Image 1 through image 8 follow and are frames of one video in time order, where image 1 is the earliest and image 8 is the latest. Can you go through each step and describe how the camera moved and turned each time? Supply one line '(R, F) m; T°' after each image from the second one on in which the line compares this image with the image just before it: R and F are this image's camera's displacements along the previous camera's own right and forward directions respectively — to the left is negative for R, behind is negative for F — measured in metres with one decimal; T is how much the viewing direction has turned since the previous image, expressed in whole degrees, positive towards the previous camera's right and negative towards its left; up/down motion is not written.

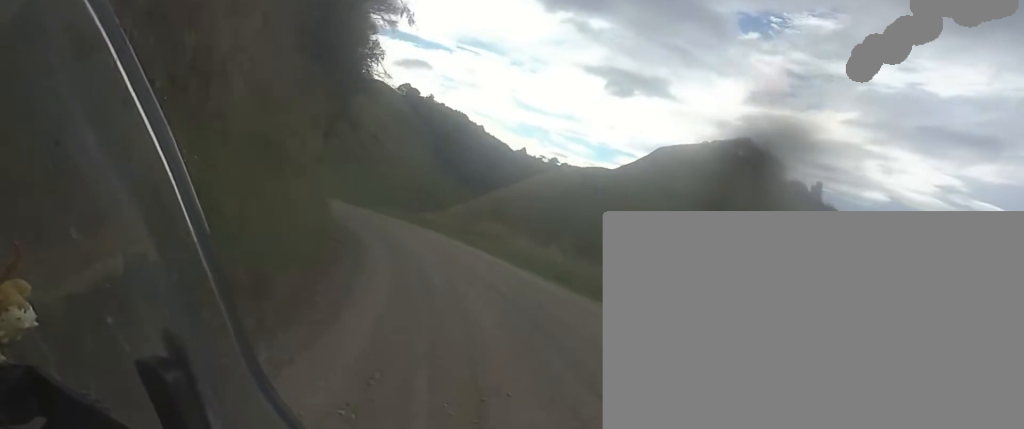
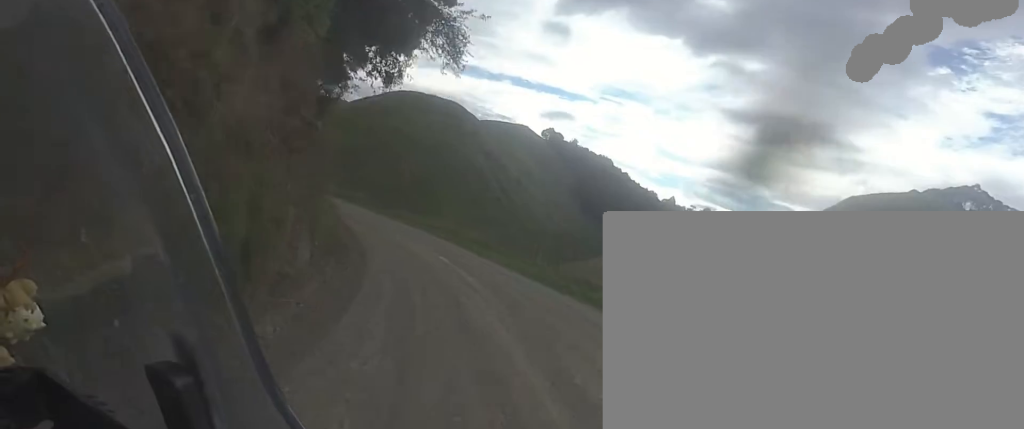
(-2.9, +20.1) m; -18°
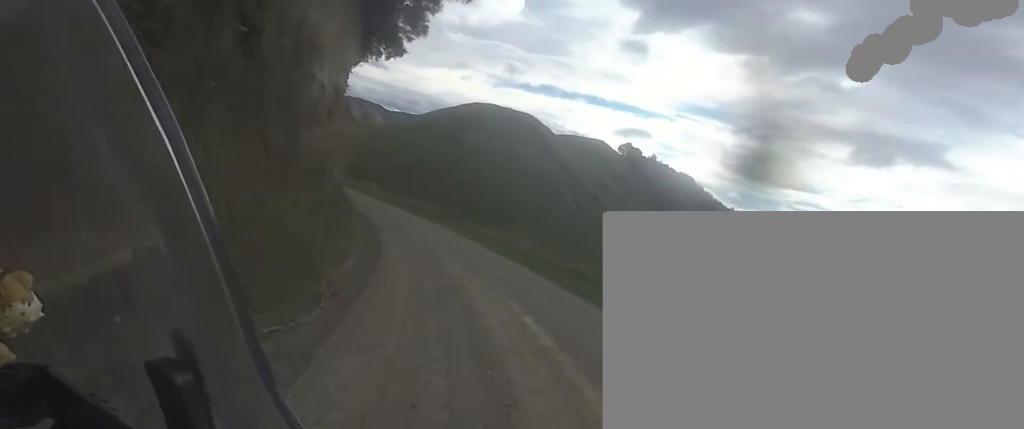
(-0.6, +8.5) m; -7°
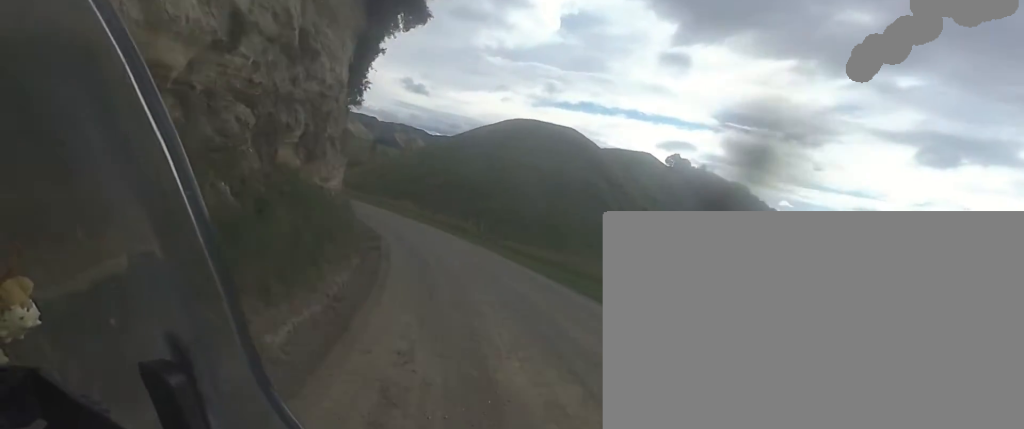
(-0.5, +7.5) m; -5°
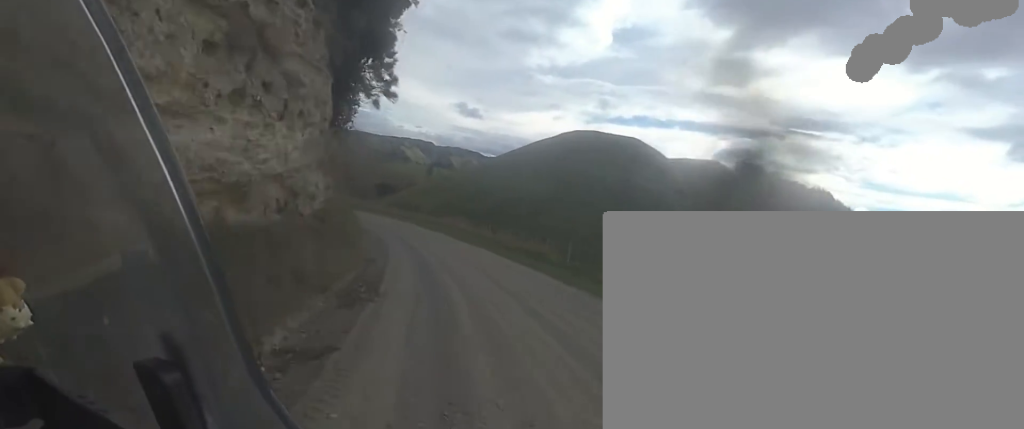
(-0.7, +10.9) m; -7°
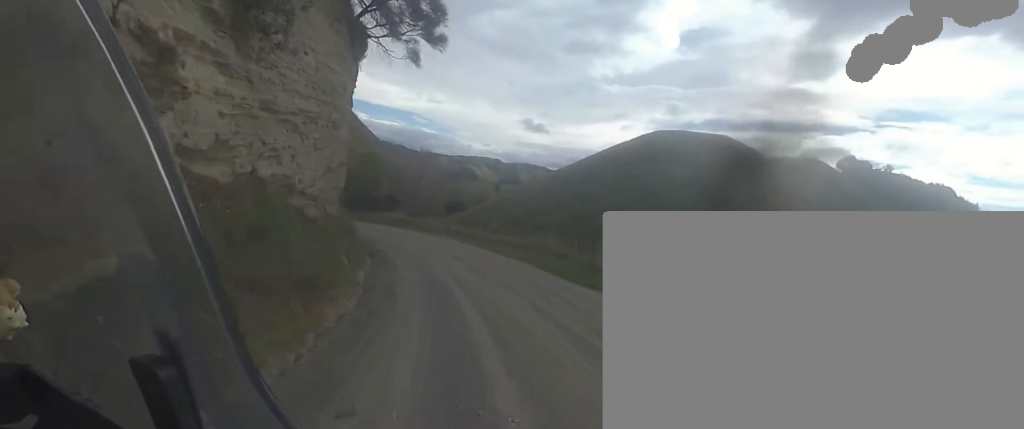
(-1.0, +13.2) m; -7°
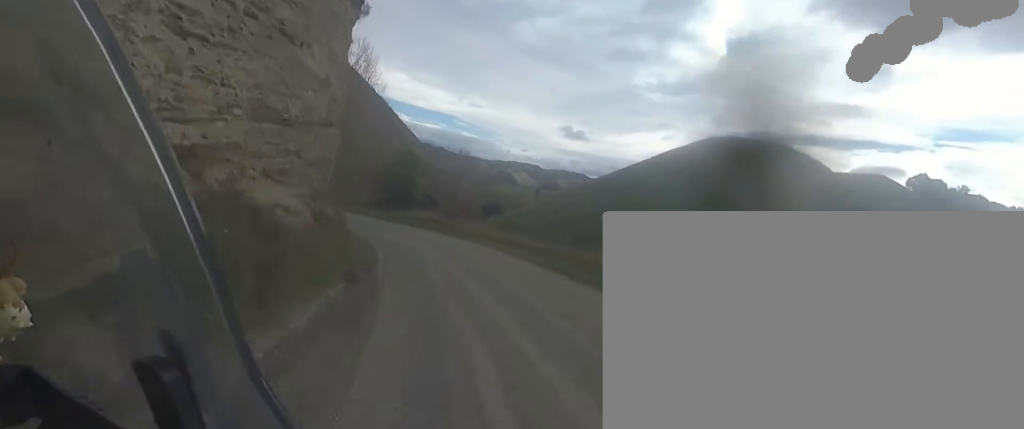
(-0.5, +8.1) m; -2°
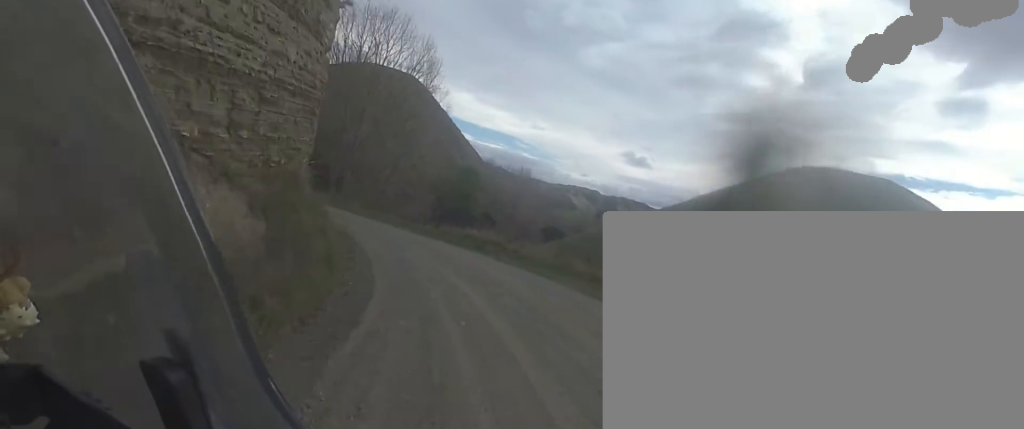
(+0.4, +9.0) m; -6°
